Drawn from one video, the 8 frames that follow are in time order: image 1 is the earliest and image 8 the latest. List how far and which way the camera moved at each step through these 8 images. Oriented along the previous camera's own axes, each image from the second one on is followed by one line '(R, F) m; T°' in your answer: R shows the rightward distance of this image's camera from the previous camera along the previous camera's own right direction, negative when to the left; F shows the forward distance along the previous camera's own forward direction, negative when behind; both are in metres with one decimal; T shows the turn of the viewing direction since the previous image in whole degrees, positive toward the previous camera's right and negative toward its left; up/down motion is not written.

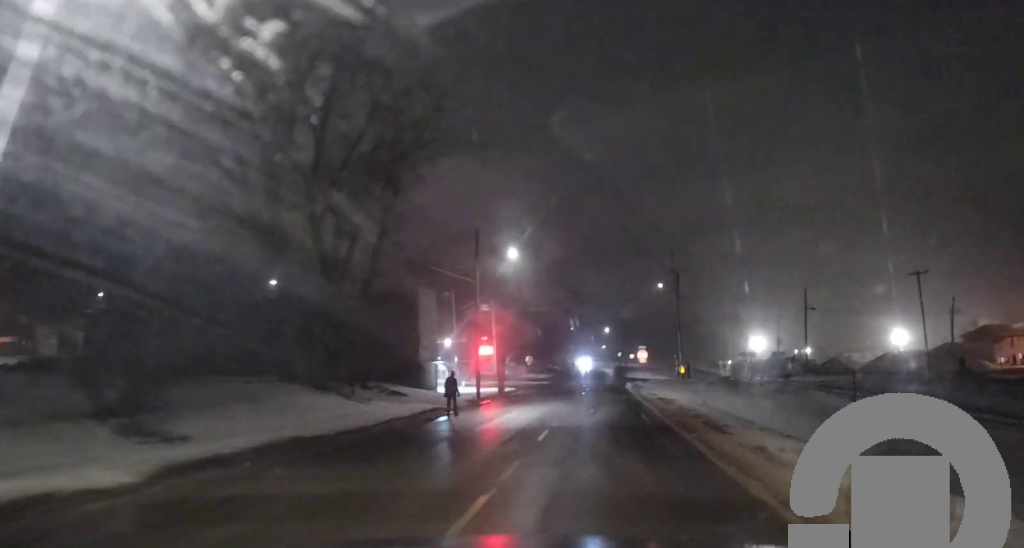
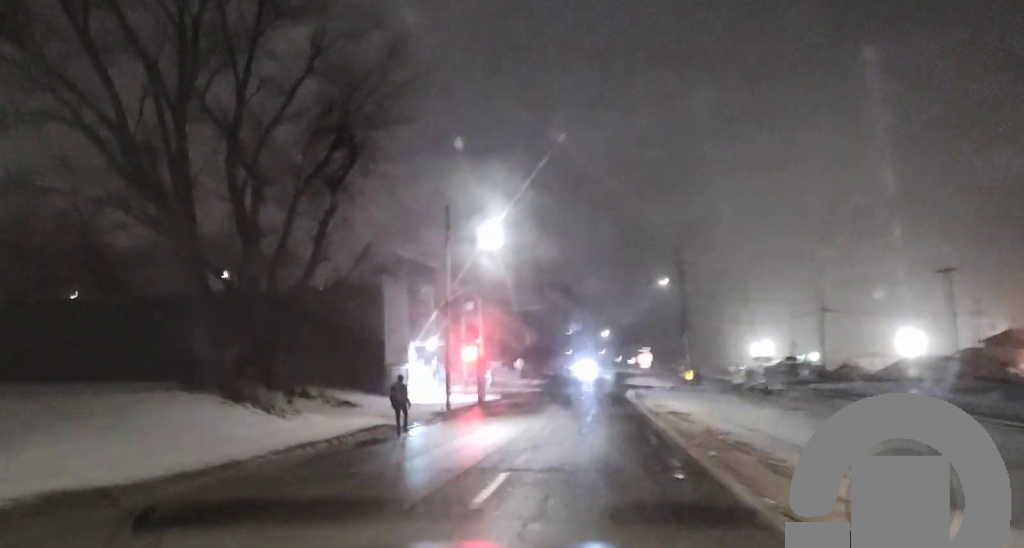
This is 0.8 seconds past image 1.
(+0.3, +9.0) m; -1°
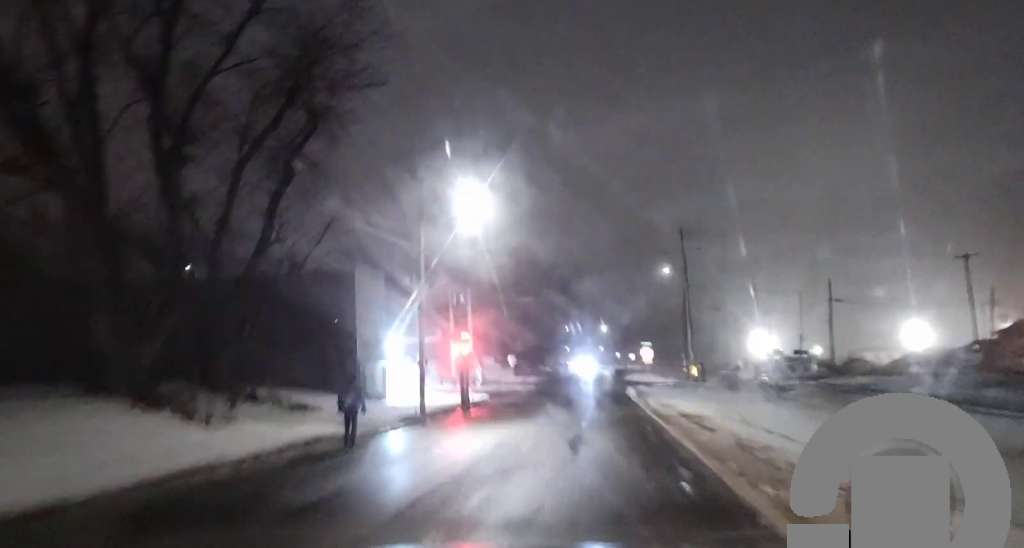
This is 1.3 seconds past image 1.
(-0.3, +5.3) m; -2°
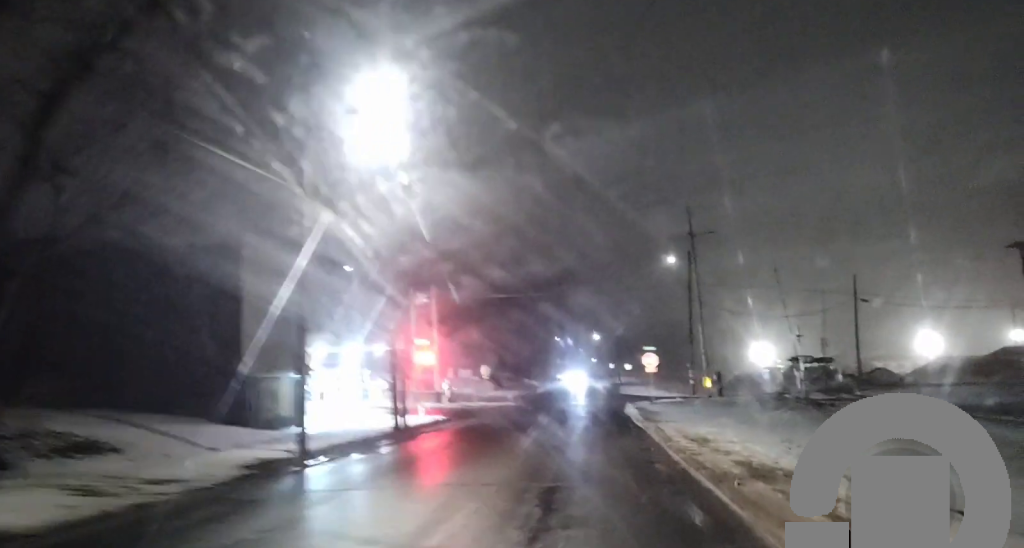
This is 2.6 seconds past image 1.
(-0.3, +13.4) m; +1°
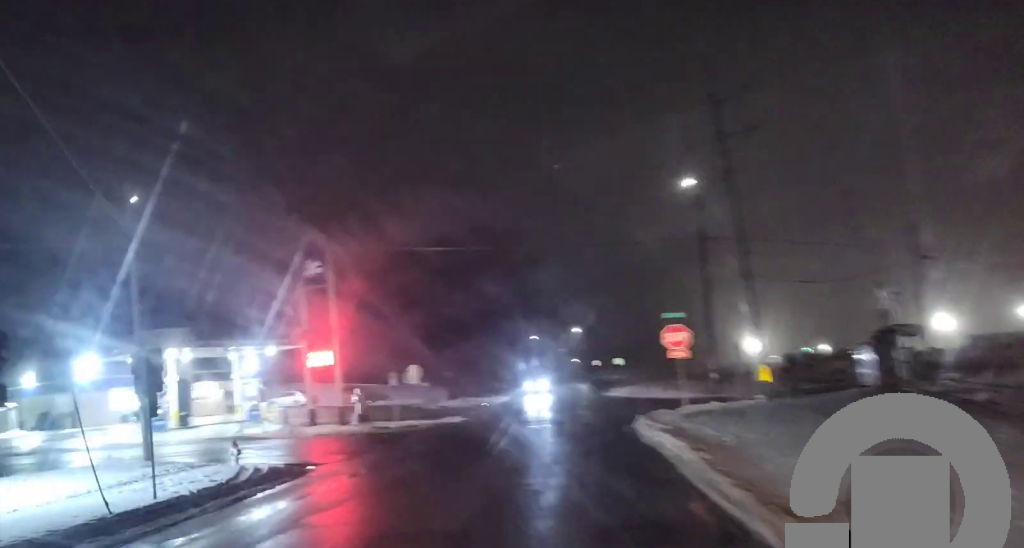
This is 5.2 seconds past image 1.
(-0.3, +23.6) m; -2°
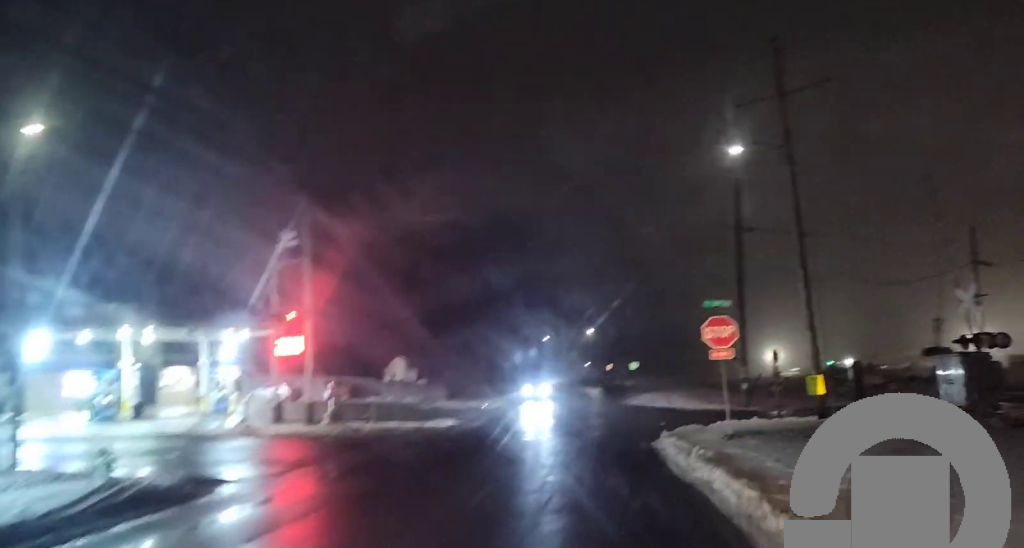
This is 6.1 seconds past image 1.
(0.0, +6.7) m; -1°
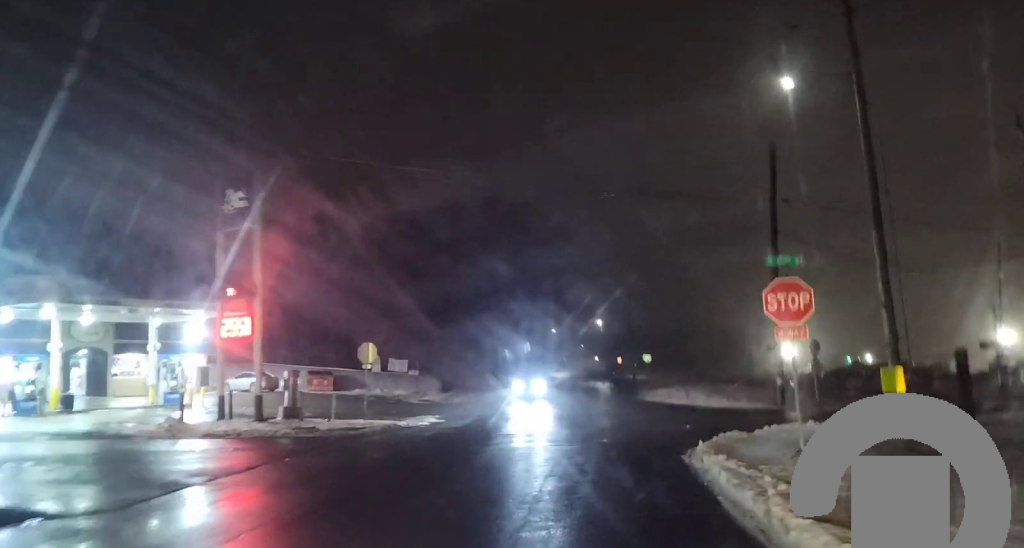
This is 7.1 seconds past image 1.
(-0.1, +6.6) m; -2°
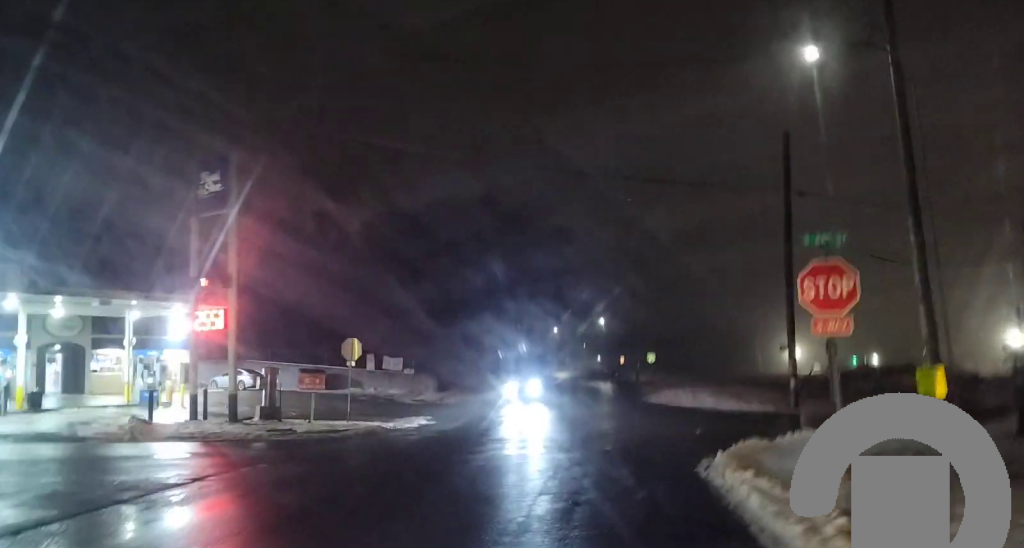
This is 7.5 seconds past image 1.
(0.0, +2.5) m; -1°
